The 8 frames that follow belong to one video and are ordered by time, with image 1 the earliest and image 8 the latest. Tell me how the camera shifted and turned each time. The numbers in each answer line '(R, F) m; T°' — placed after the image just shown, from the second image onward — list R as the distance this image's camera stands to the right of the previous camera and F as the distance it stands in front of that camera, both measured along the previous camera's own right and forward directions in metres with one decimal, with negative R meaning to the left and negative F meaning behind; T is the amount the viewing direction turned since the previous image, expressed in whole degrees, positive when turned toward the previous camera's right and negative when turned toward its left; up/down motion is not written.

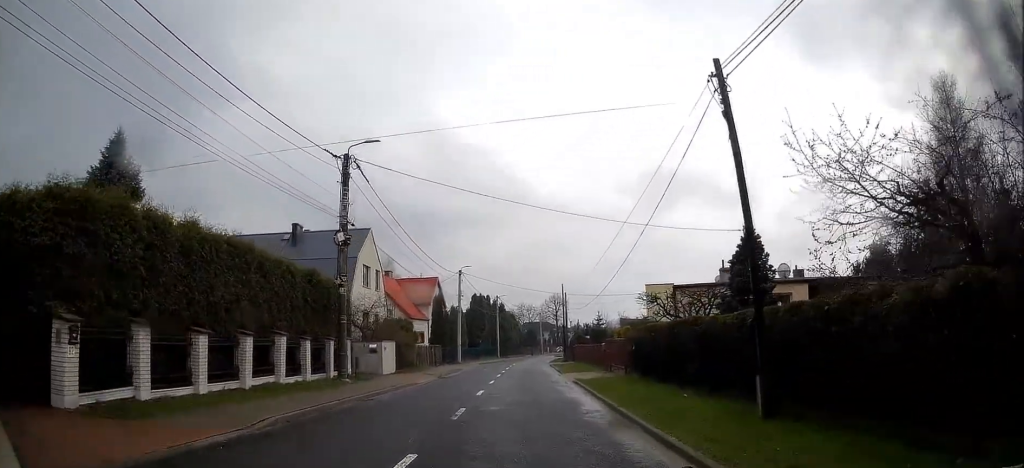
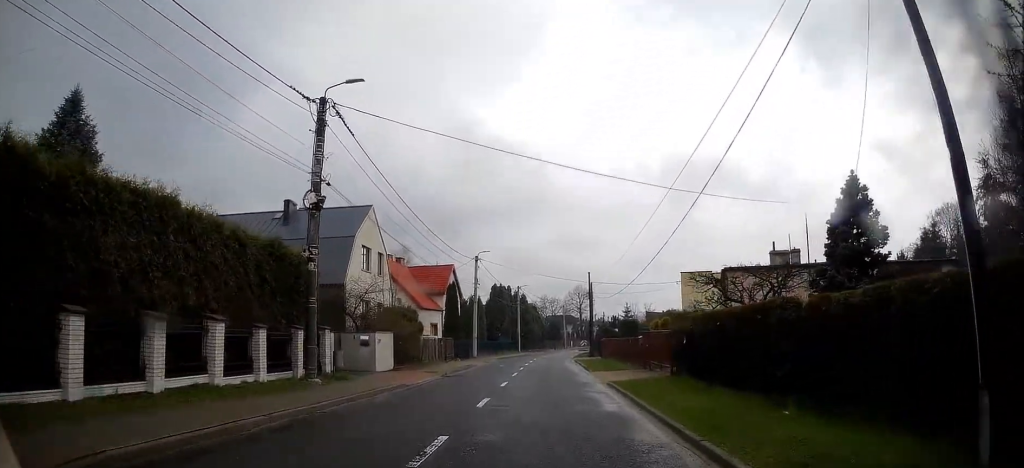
(+0.1, +5.1) m; -1°
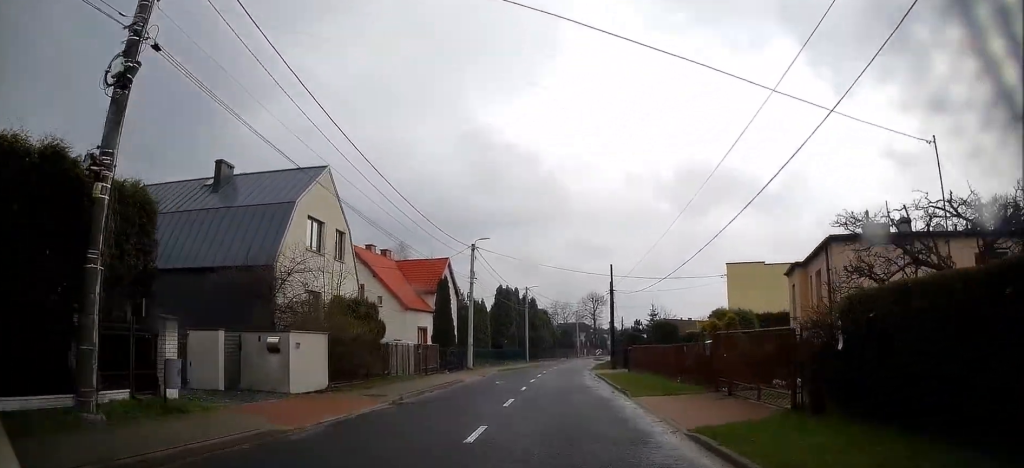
(-0.3, +9.6) m; -3°
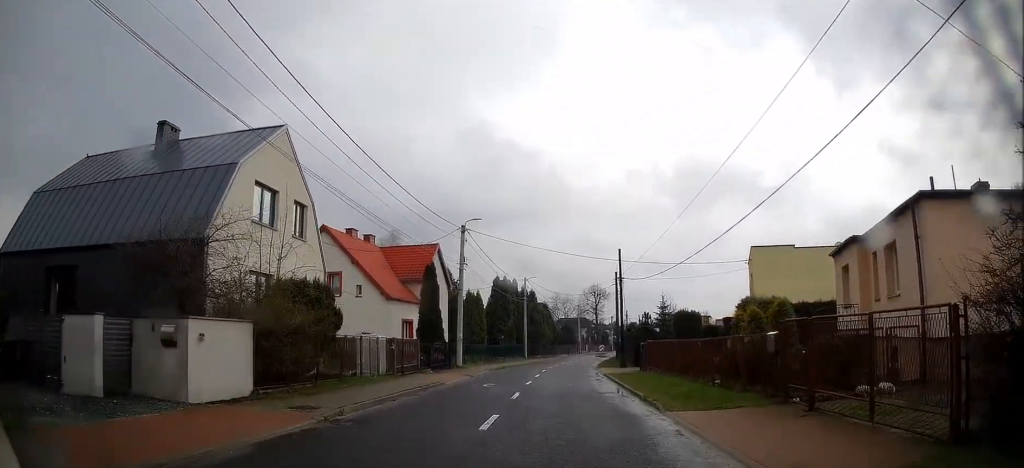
(-0.1, +4.9) m; -1°
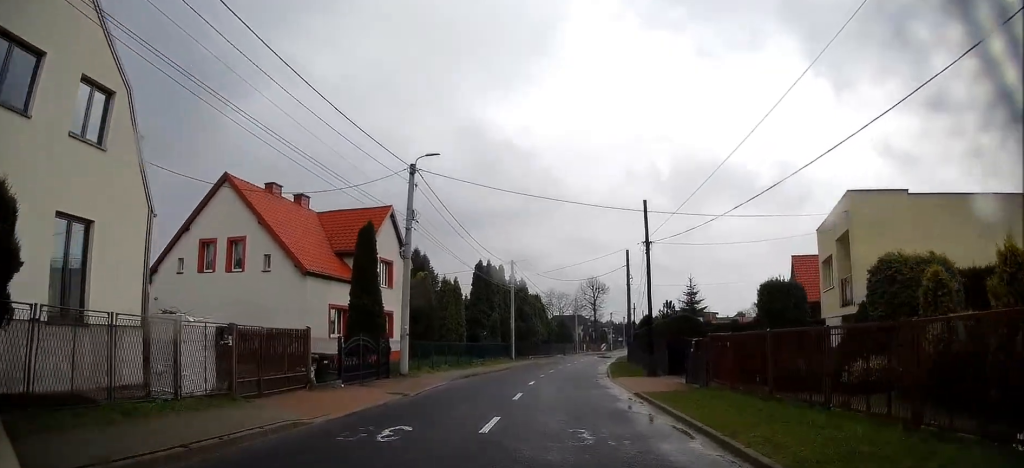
(-0.1, +12.4) m; 0°
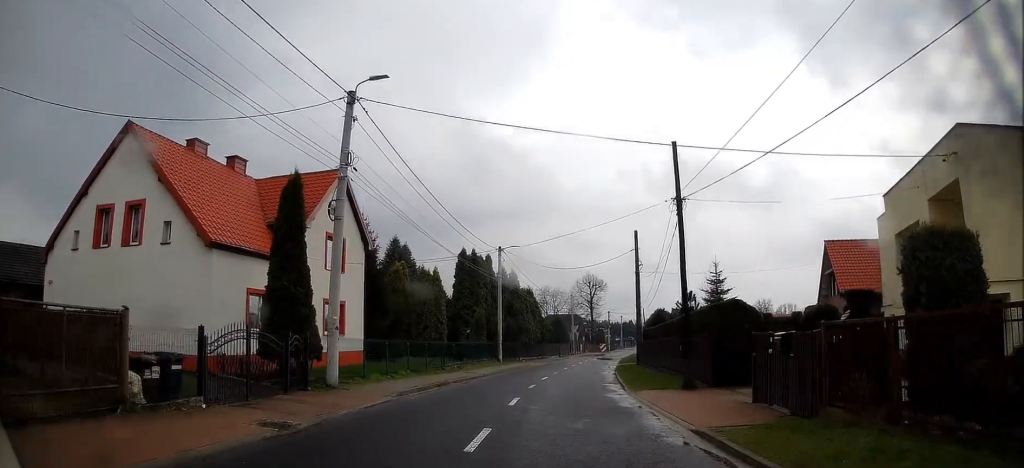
(0.0, +7.5) m; 0°
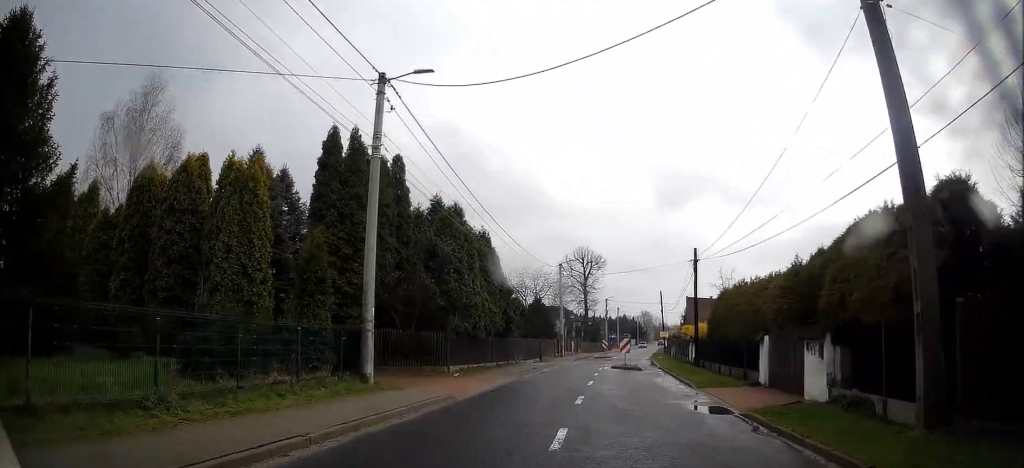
(+0.4, +30.4) m; +1°
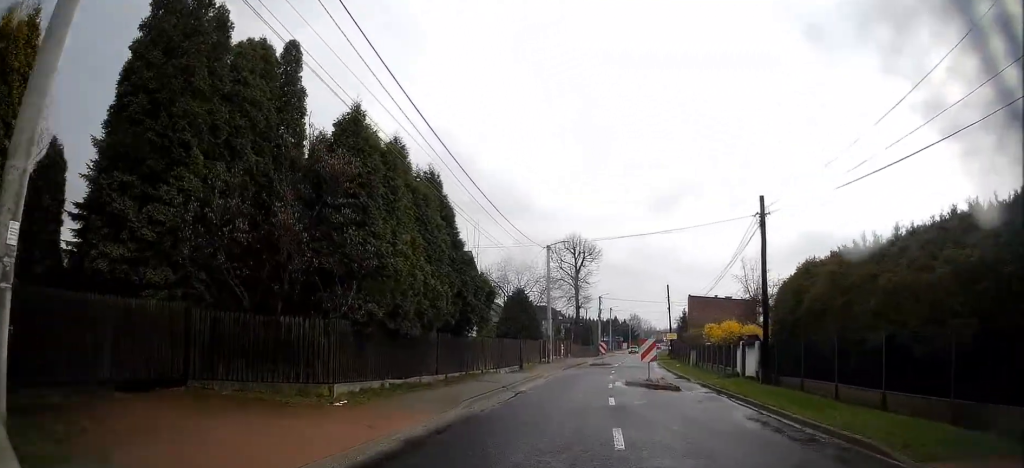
(+0.1, +11.3) m; +2°
